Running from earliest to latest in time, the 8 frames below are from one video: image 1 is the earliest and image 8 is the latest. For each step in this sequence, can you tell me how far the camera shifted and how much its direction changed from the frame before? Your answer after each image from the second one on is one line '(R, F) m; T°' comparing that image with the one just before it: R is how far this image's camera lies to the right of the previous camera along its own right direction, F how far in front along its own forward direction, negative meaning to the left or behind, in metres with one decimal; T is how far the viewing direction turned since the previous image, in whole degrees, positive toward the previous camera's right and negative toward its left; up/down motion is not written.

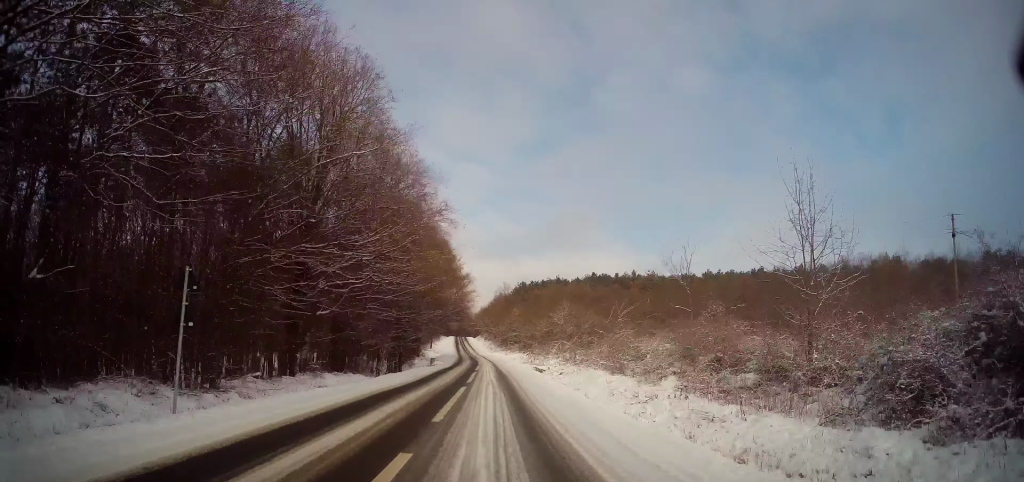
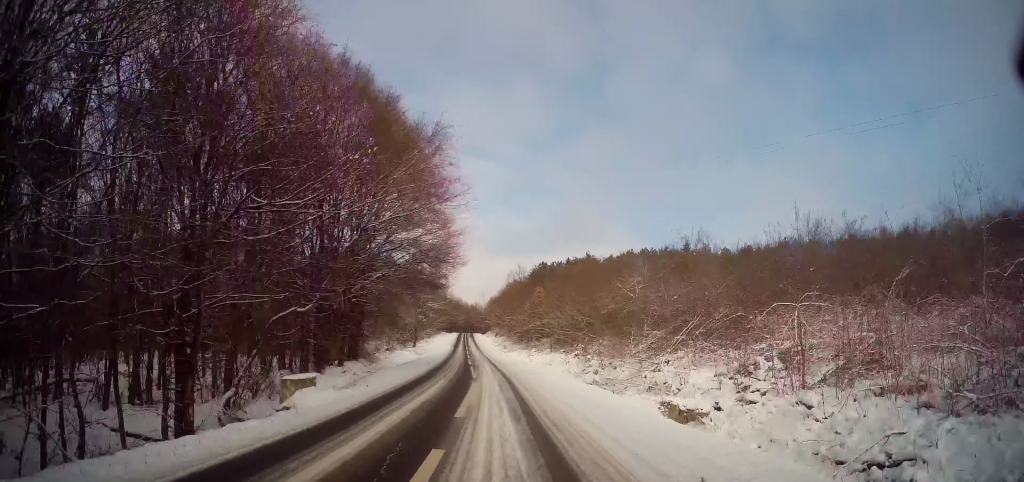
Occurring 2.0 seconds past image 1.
(-0.4, +34.9) m; -2°
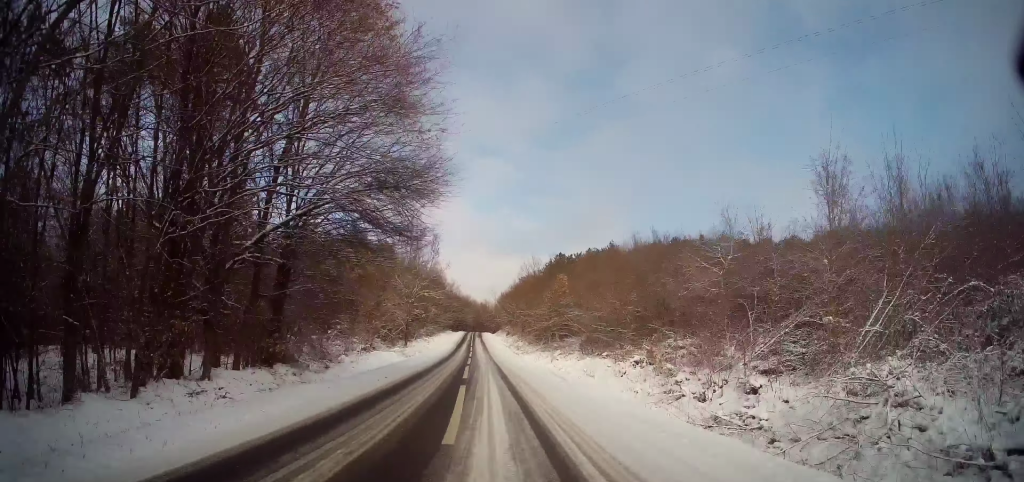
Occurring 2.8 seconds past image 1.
(-0.2, +14.3) m; -1°
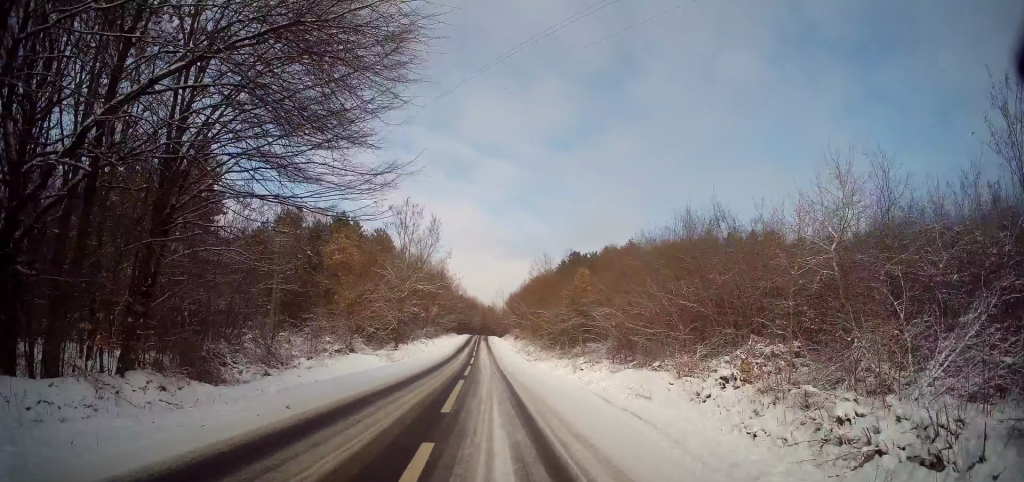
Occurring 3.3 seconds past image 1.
(-0.1, +9.0) m; -1°
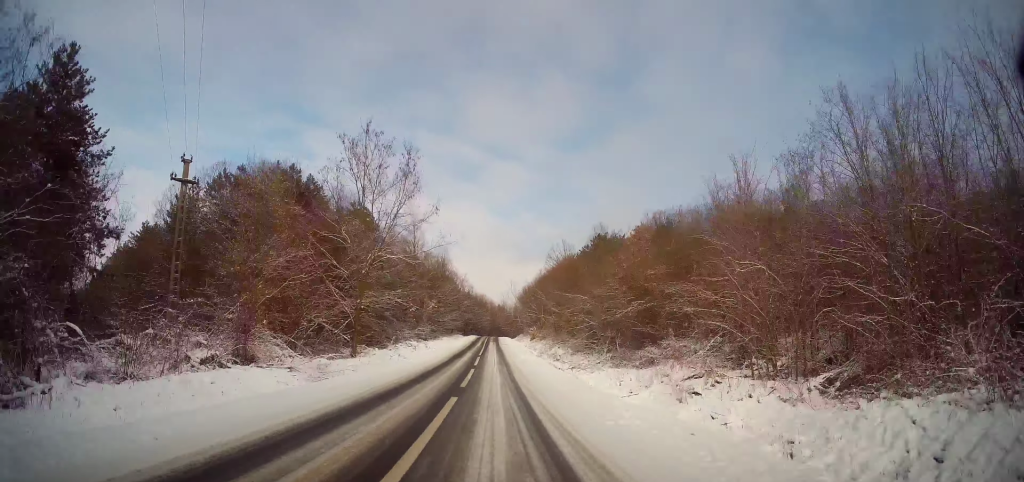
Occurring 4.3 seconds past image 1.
(0.0, +17.7) m; -1°
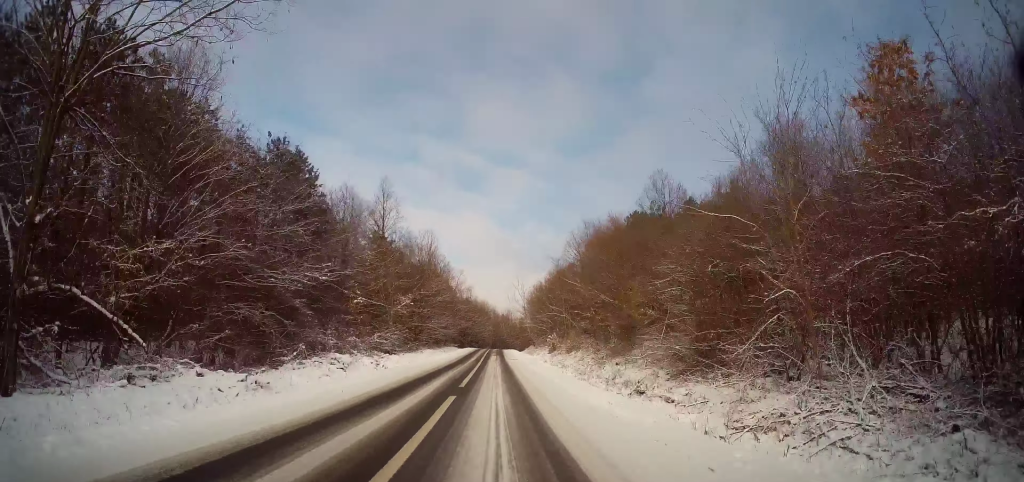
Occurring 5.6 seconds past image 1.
(-0.4, +23.7) m; -1°
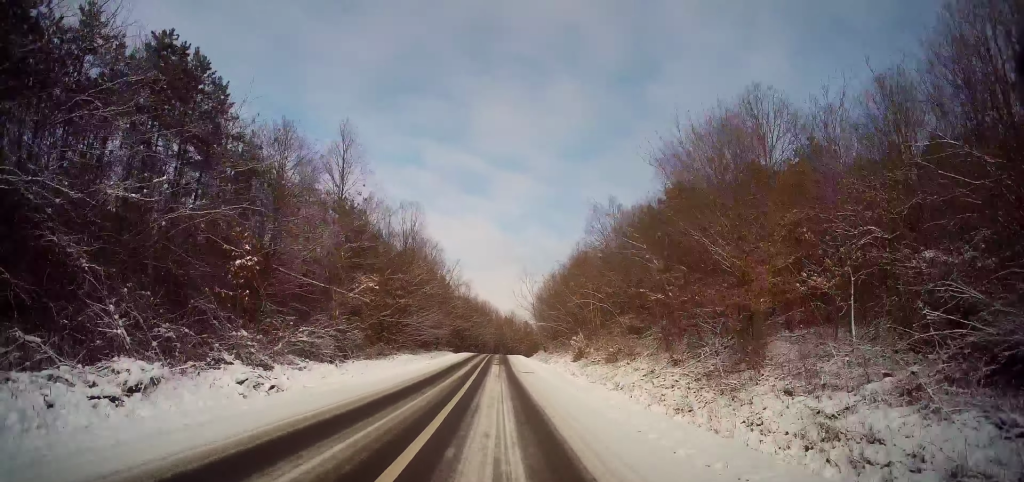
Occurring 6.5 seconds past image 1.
(0.0, +17.0) m; +1°
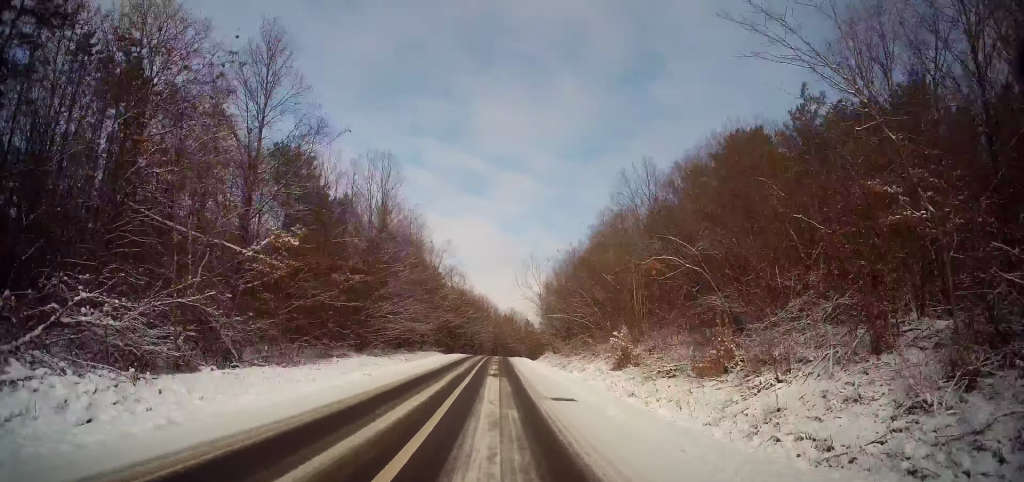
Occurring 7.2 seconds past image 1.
(+0.2, +14.5) m; +1°
